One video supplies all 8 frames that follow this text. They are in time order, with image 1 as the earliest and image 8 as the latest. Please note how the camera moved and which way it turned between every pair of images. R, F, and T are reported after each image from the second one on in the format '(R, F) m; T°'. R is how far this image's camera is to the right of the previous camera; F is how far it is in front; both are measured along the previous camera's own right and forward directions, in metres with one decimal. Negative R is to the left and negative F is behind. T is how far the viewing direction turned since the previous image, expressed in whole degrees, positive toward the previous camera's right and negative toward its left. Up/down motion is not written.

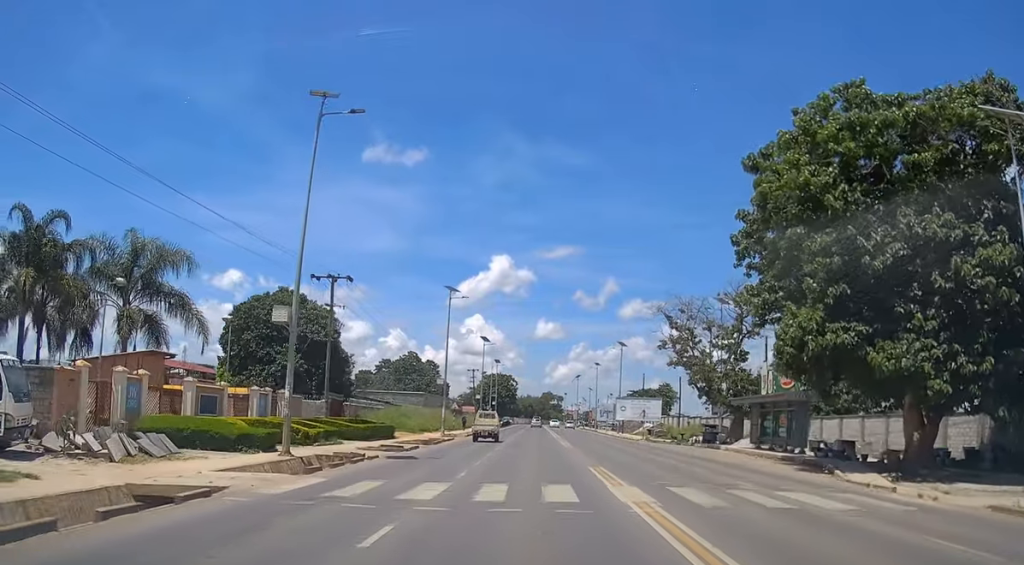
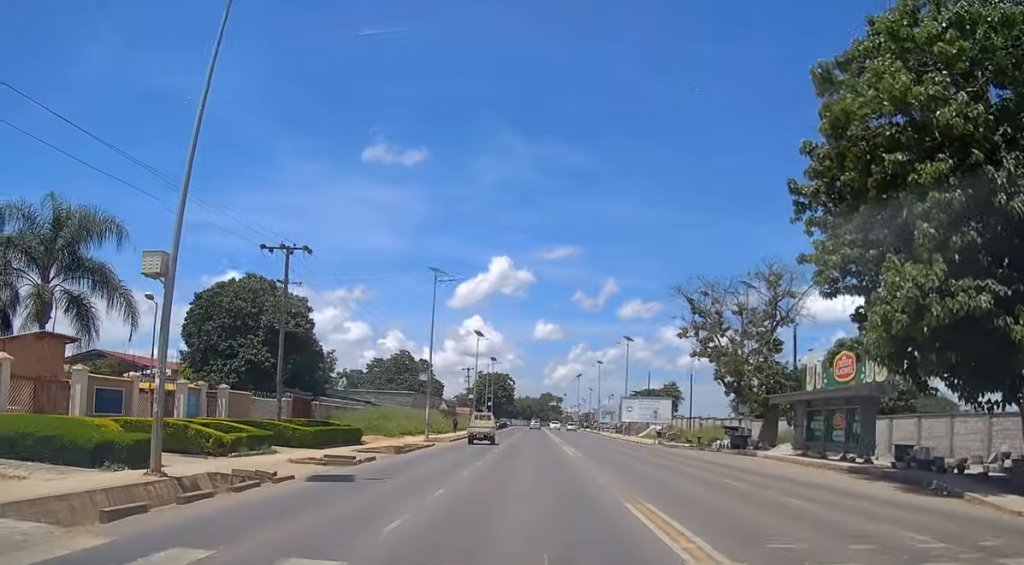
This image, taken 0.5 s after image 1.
(+0.1, +7.9) m; 0°
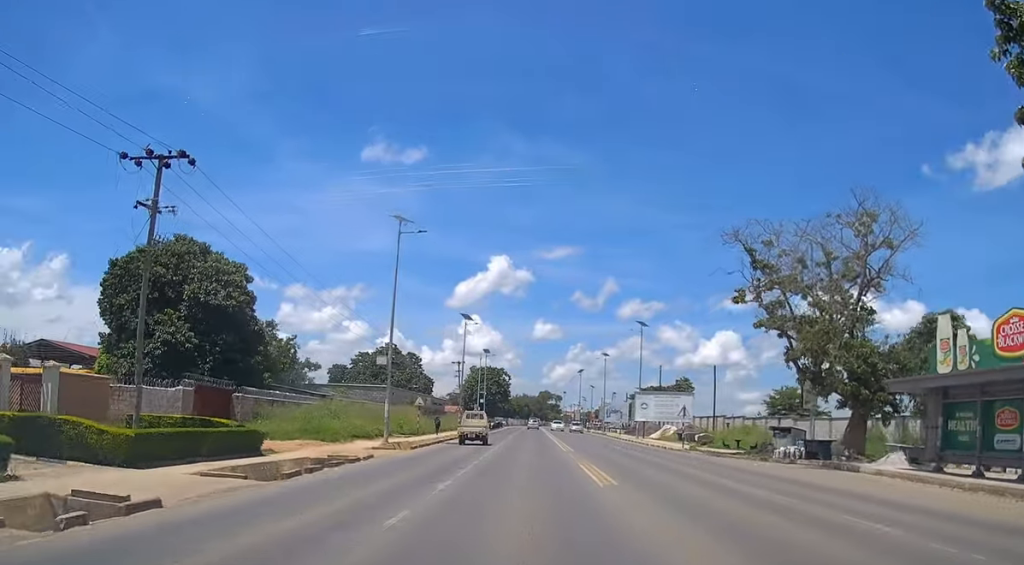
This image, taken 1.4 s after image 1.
(0.0, +13.1) m; 0°
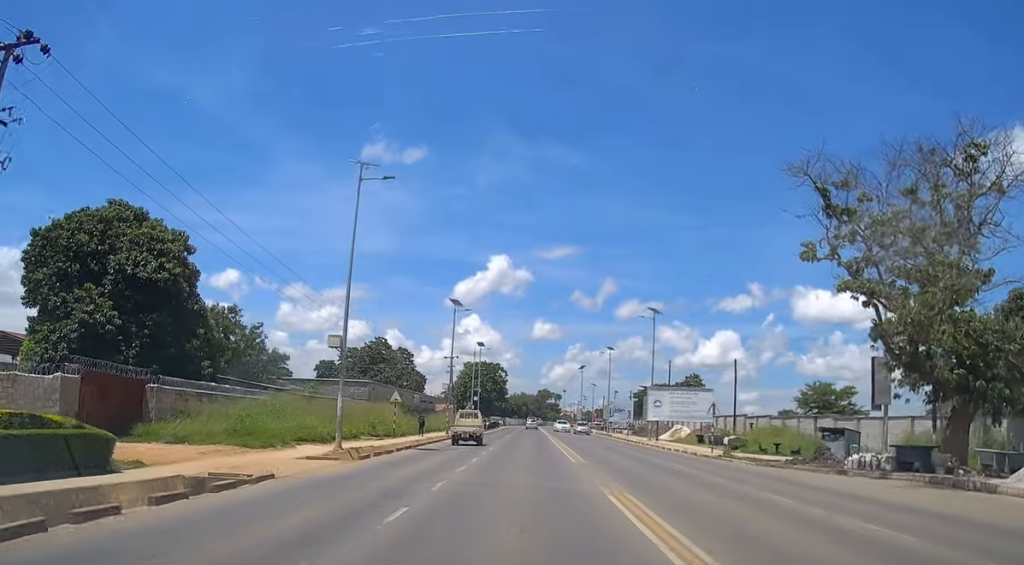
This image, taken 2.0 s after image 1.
(0.0, +8.7) m; 0°
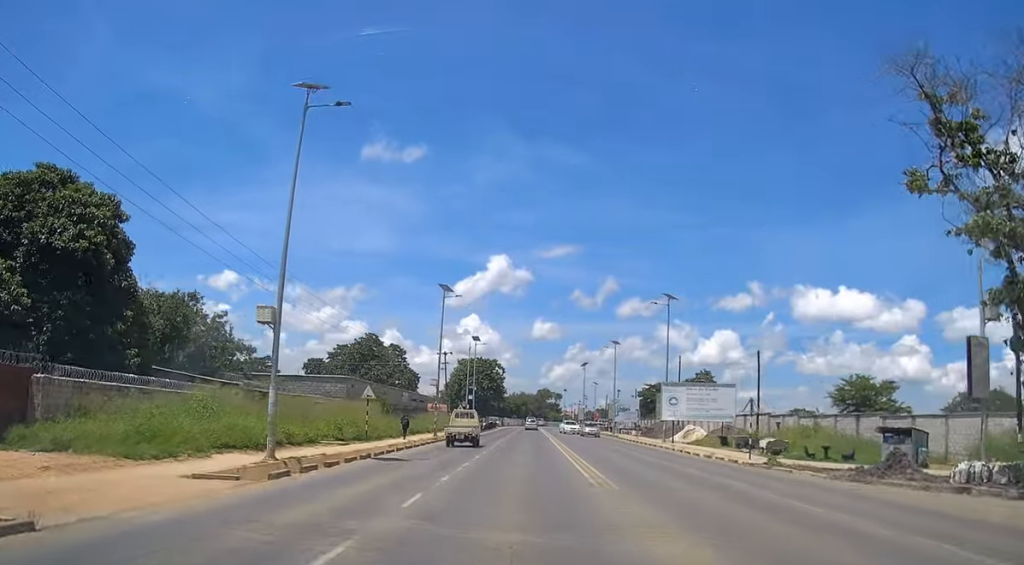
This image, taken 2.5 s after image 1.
(0.0, +7.5) m; 0°
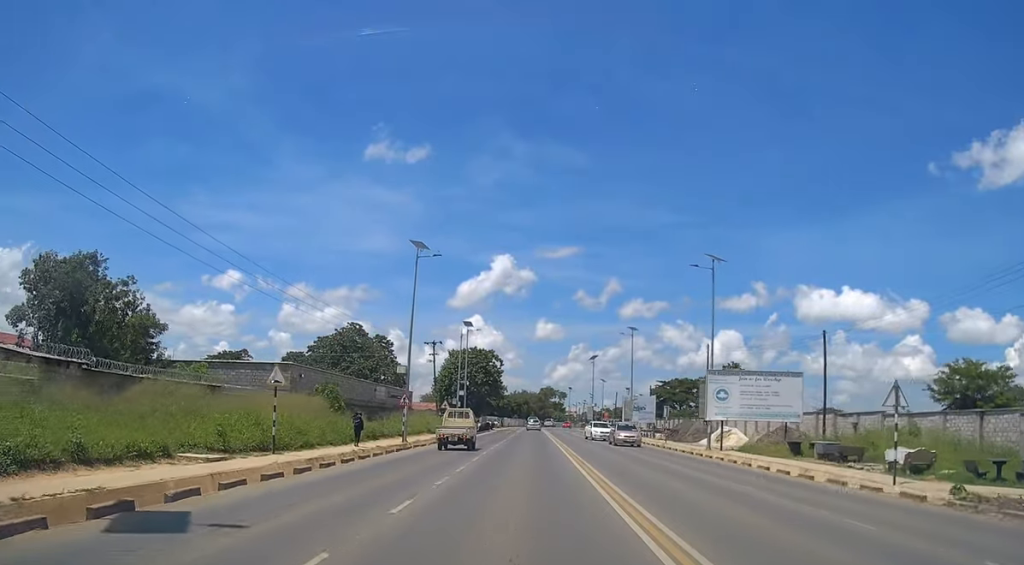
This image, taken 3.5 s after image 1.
(-0.1, +14.2) m; 0°
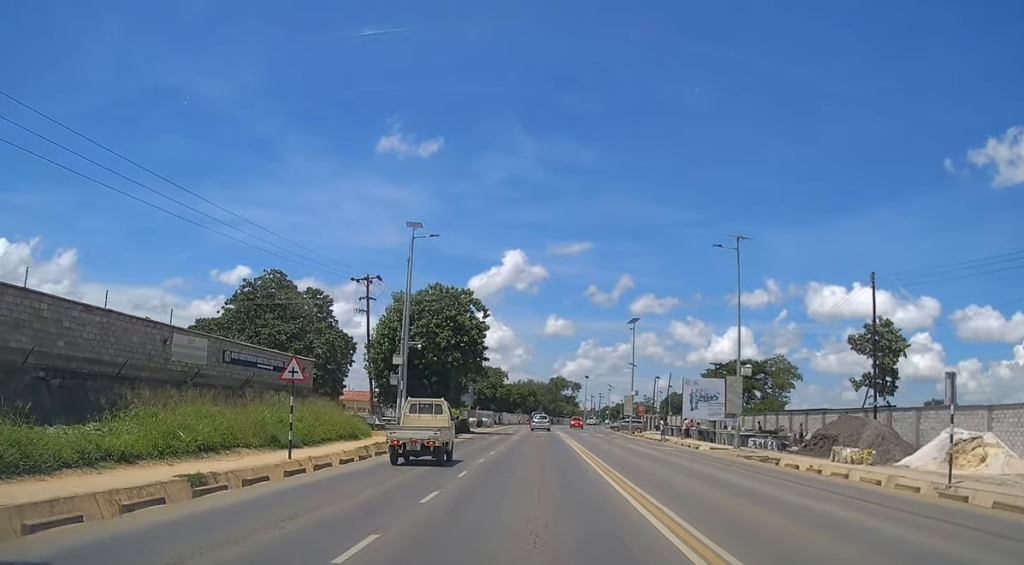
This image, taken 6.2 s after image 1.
(0.0, +39.5) m; 0°
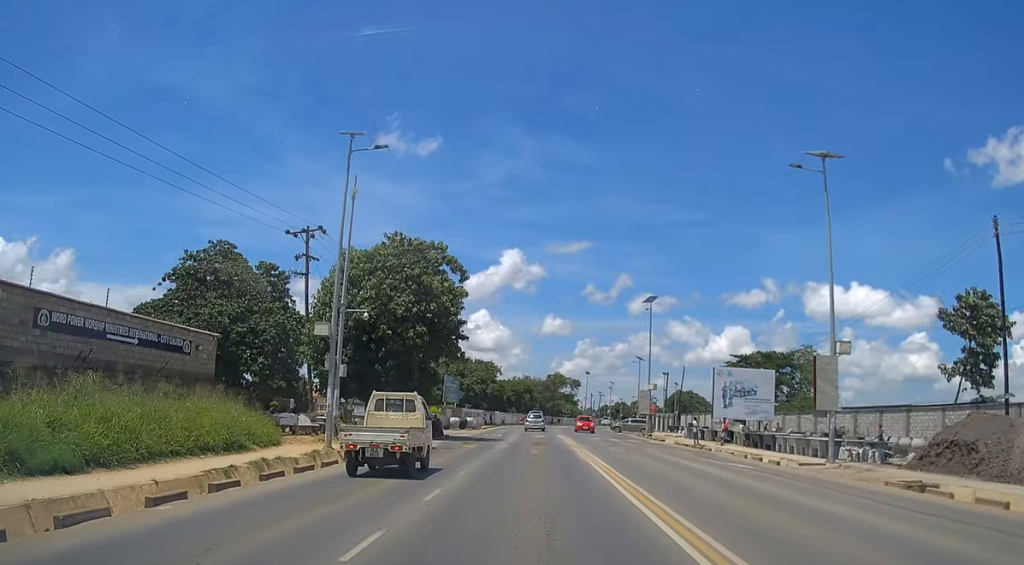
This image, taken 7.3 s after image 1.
(+0.1, +13.4) m; +1°
